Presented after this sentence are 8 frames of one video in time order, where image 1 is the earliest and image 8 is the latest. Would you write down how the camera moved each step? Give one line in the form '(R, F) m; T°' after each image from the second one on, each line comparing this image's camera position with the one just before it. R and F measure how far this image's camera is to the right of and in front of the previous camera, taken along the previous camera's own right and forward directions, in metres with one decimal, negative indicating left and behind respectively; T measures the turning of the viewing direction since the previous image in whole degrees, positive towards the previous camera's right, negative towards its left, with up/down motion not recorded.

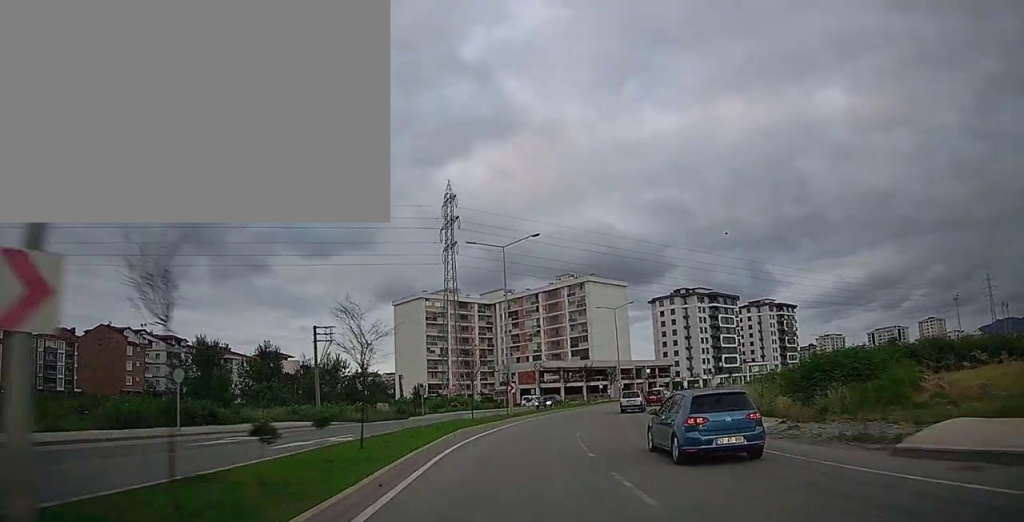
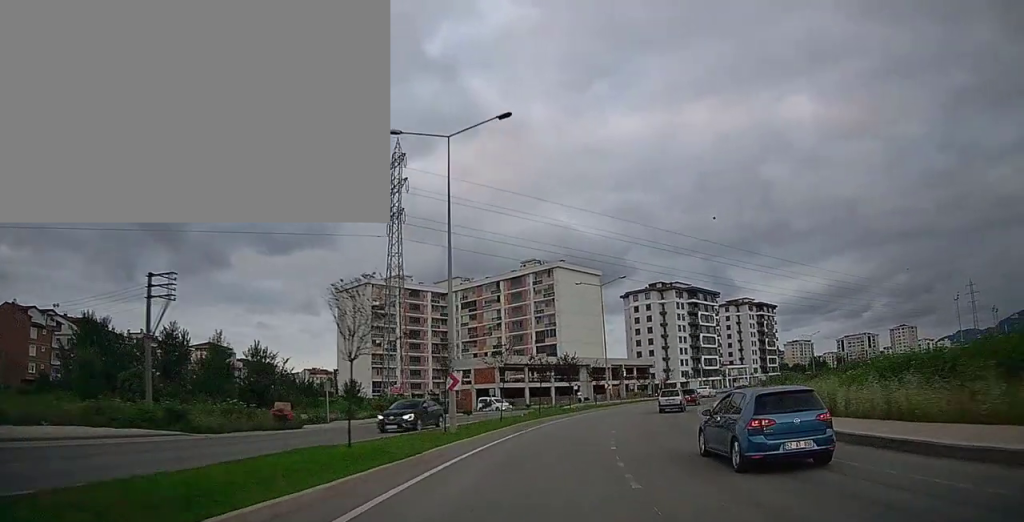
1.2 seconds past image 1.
(+0.2, +17.3) m; +3°
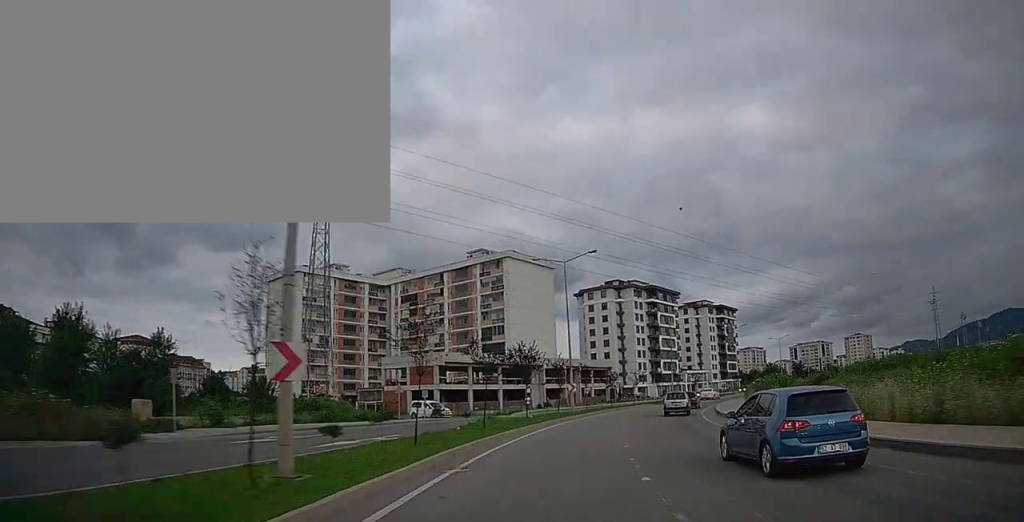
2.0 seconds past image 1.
(+0.4, +11.6) m; +4°
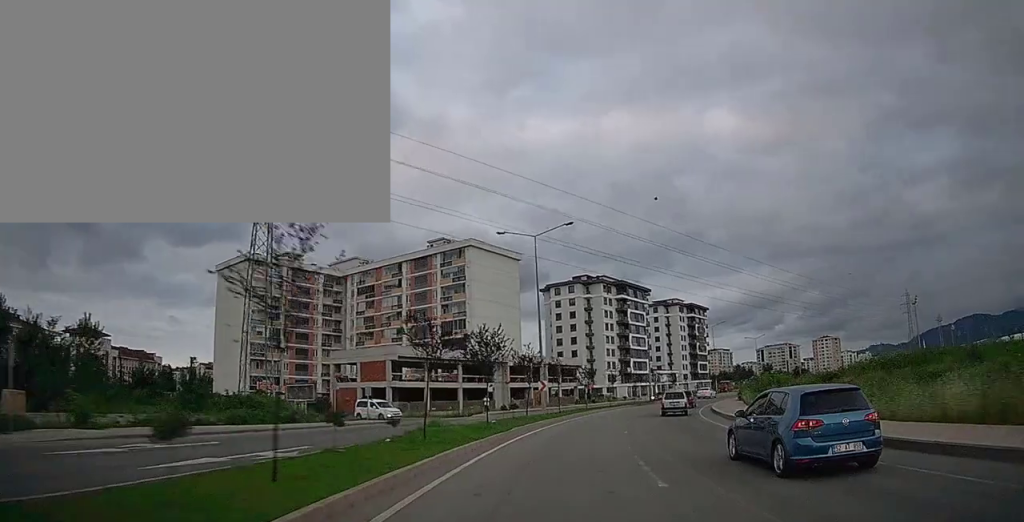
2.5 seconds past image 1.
(+0.2, +7.2) m; +3°
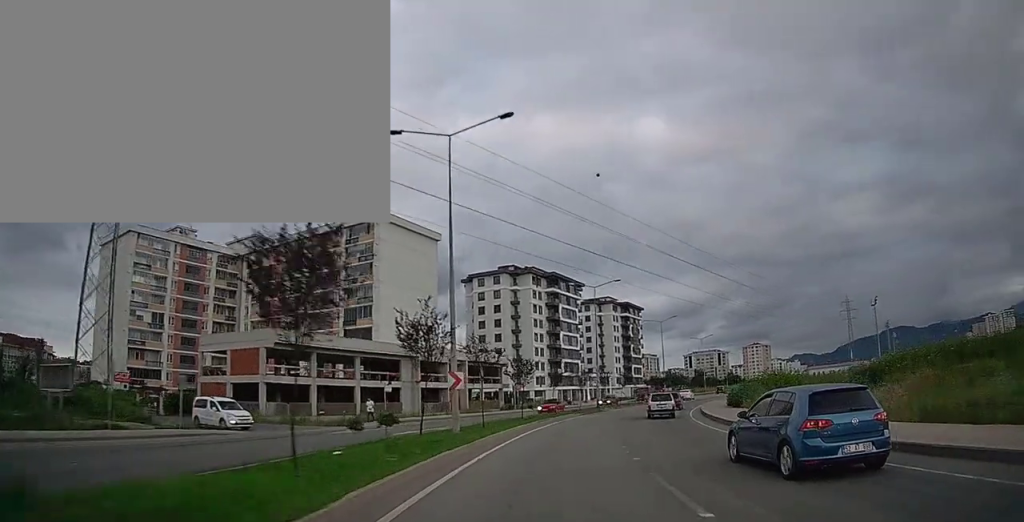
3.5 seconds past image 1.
(+1.0, +14.8) m; +8°
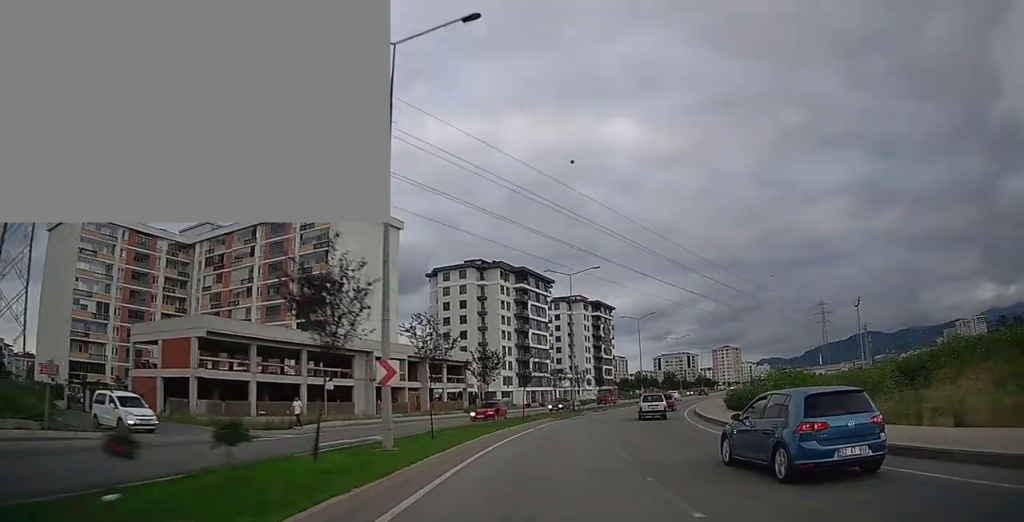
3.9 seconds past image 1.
(+0.2, +6.2) m; +3°
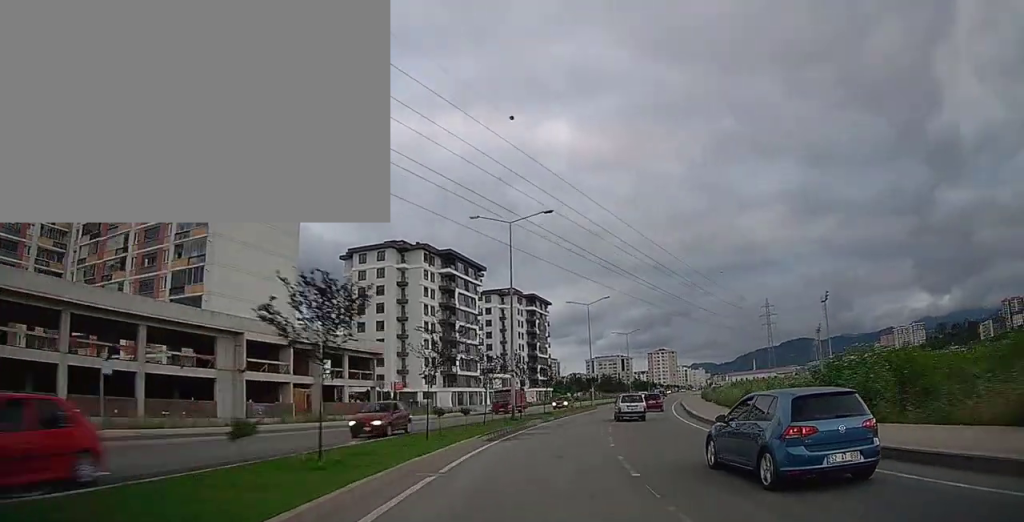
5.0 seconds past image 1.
(+1.0, +15.0) m; +7°
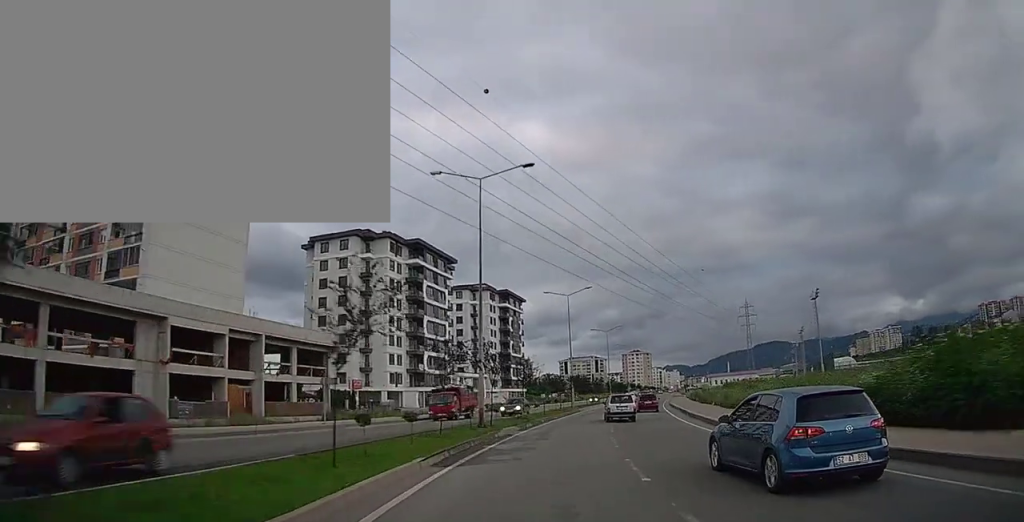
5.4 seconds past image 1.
(+0.2, +6.9) m; +3°
